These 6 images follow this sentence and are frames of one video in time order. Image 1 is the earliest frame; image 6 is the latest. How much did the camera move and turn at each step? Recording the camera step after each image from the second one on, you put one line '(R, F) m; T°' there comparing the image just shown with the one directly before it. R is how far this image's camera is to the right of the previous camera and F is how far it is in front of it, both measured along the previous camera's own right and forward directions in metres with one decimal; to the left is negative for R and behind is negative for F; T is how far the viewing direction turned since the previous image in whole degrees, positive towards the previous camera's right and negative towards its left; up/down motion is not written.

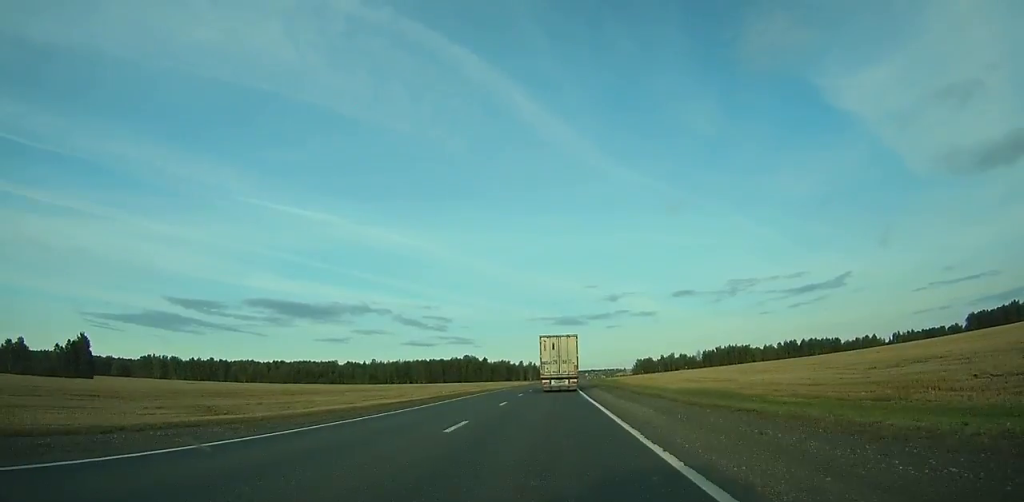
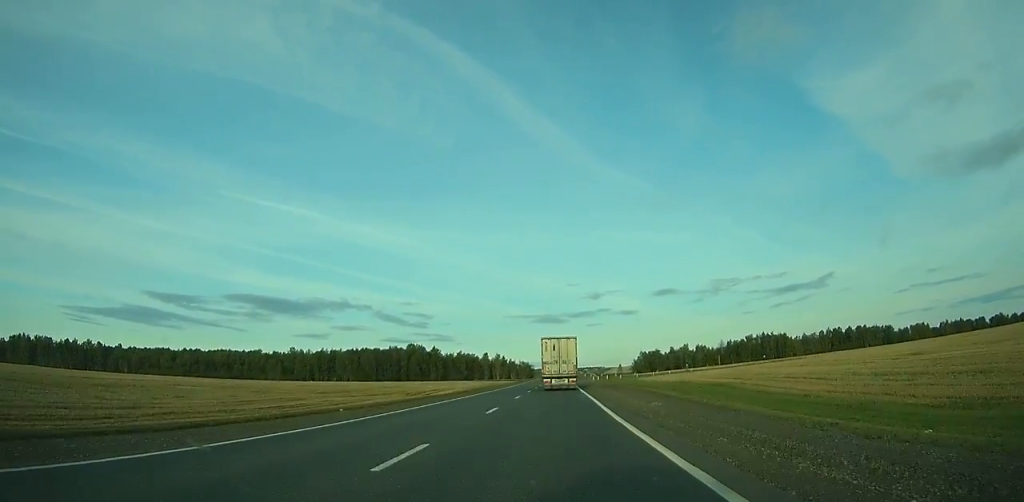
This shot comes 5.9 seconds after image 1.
(+1.7, +125.2) m; +1°
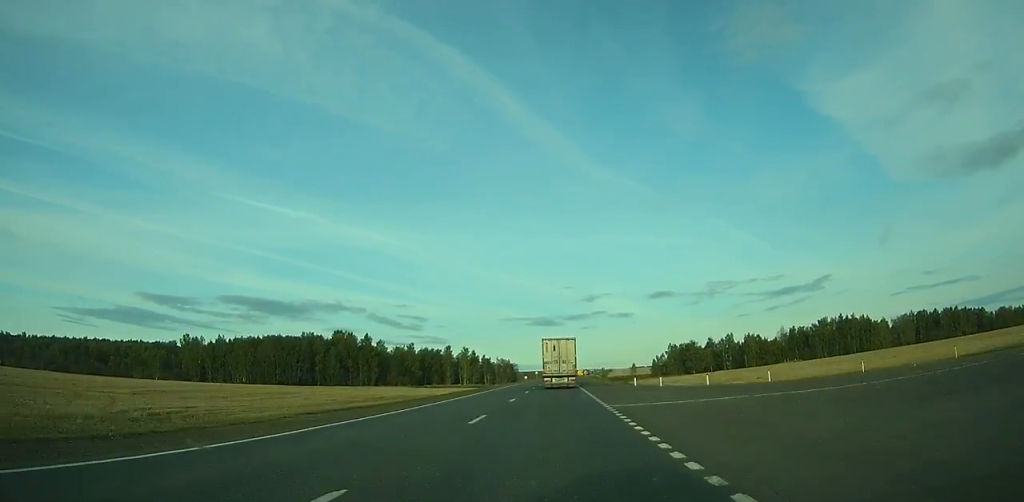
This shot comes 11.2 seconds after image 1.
(+0.8, +112.5) m; +1°
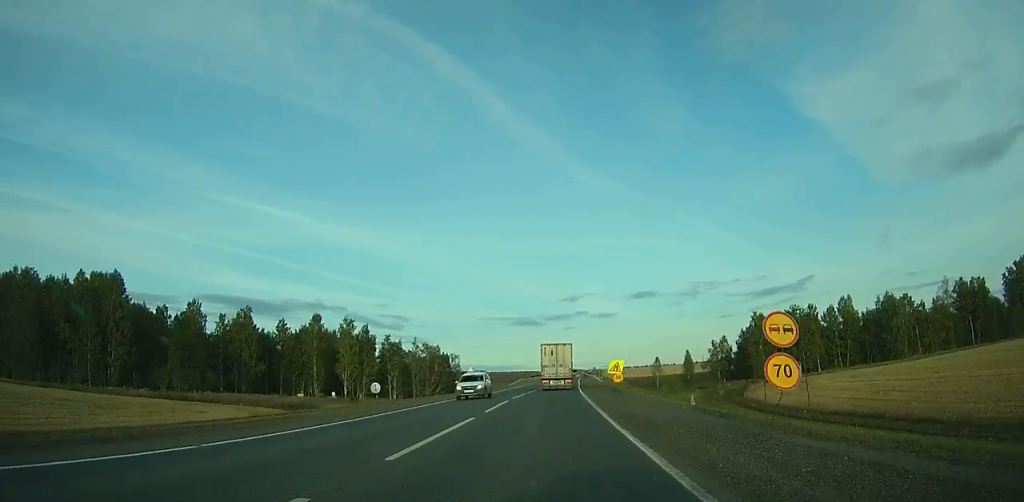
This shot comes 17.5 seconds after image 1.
(+1.4, +134.0) m; +2°
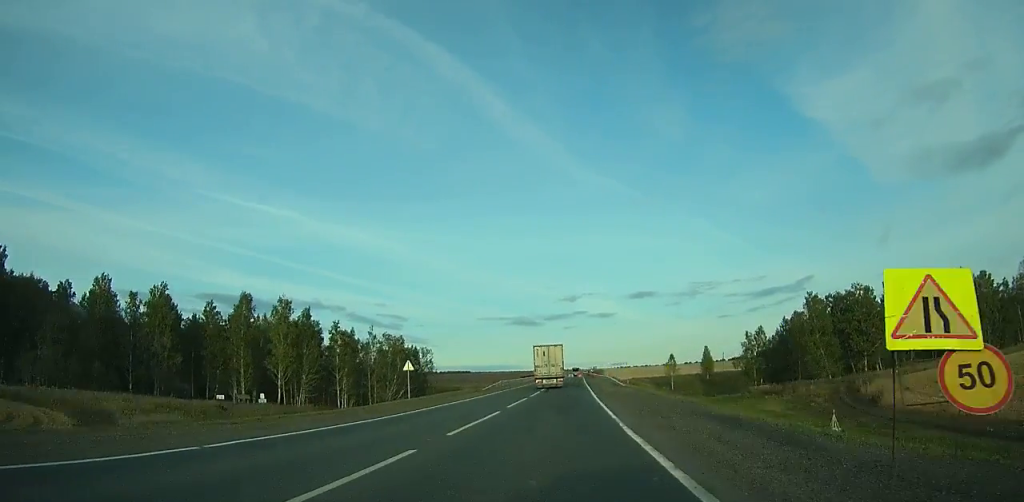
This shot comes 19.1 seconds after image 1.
(+0.4, +33.4) m; 0°
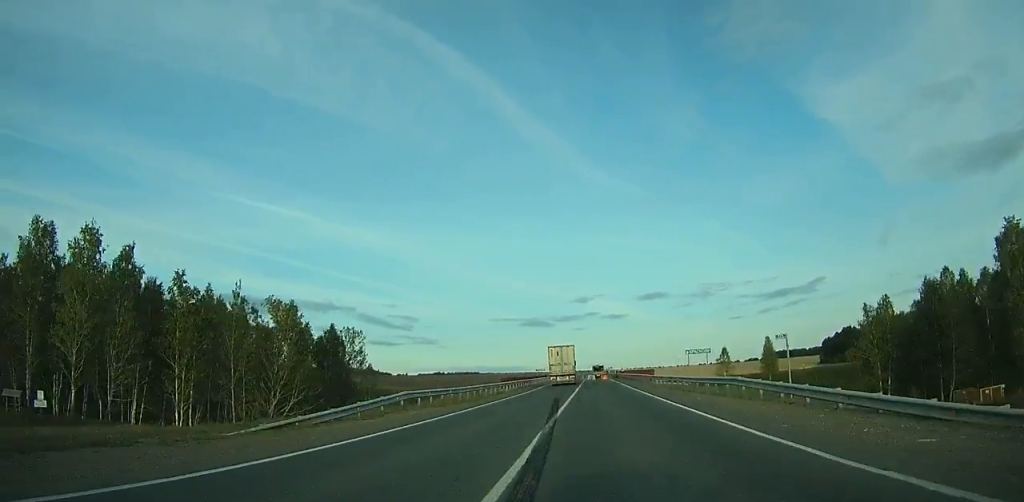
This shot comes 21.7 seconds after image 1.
(-0.1, +50.4) m; 0°
